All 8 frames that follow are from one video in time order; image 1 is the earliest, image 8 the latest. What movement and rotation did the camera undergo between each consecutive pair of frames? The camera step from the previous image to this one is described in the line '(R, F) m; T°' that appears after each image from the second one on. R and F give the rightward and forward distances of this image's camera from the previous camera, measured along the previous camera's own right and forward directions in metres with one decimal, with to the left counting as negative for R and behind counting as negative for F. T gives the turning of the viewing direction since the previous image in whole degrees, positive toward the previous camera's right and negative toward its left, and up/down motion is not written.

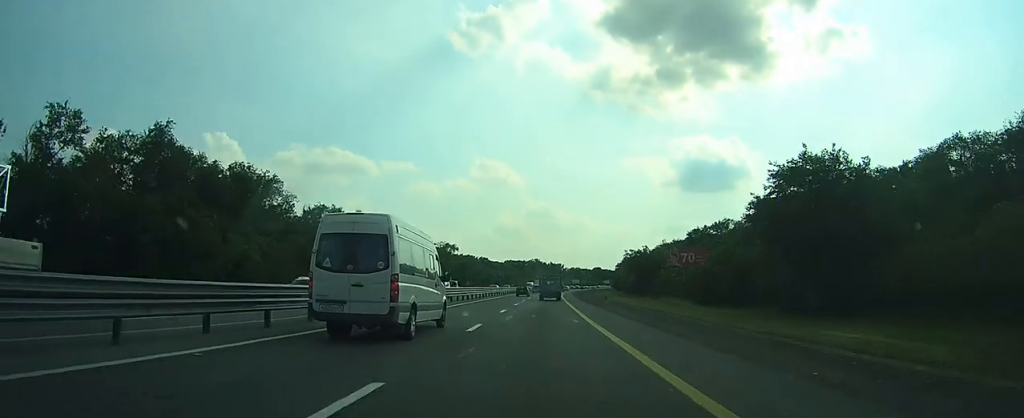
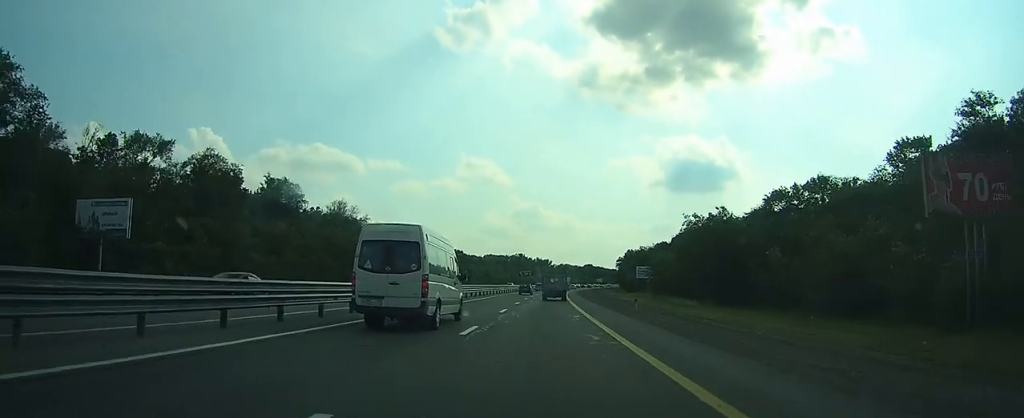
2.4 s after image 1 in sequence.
(+0.5, +61.4) m; +1°
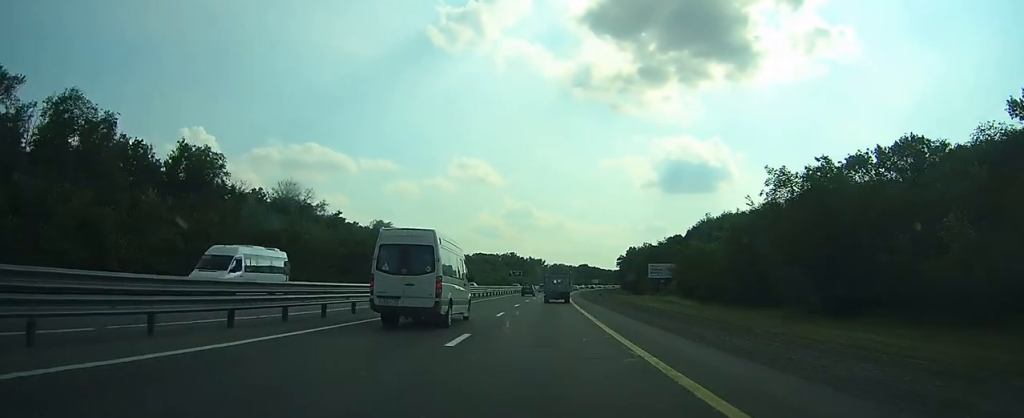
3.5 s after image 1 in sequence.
(0.0, +26.5) m; 0°
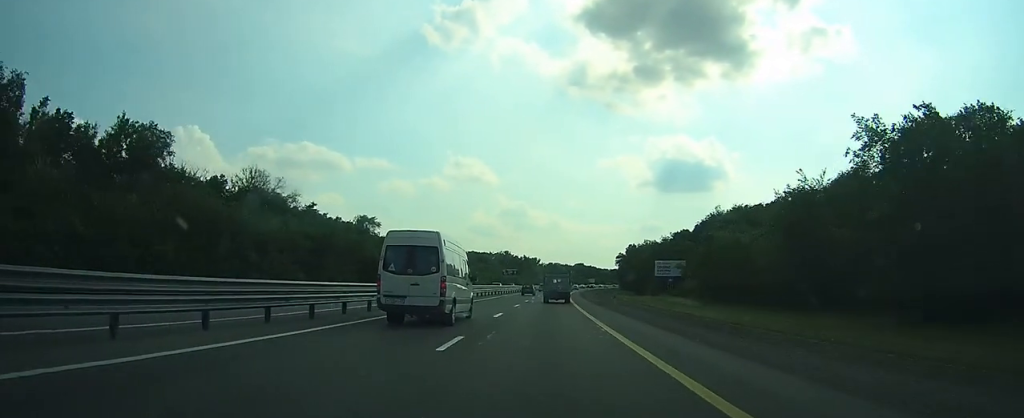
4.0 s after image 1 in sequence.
(0.0, +12.9) m; 0°
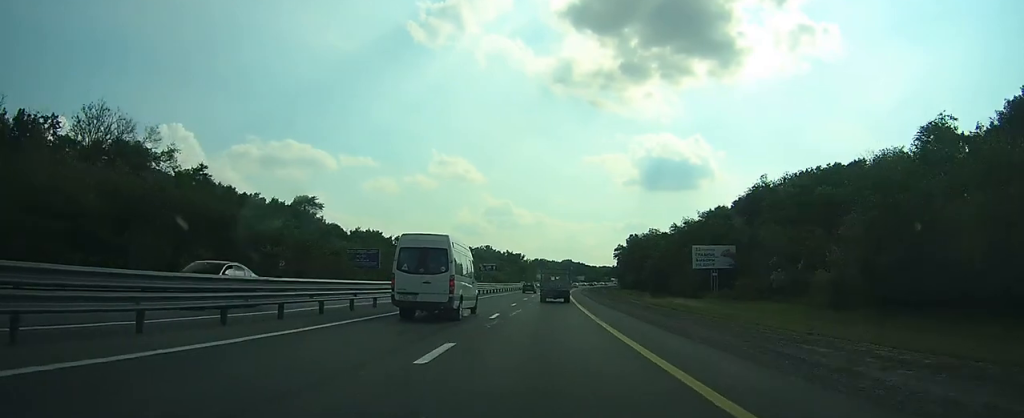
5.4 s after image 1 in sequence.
(+0.5, +38.0) m; +1°
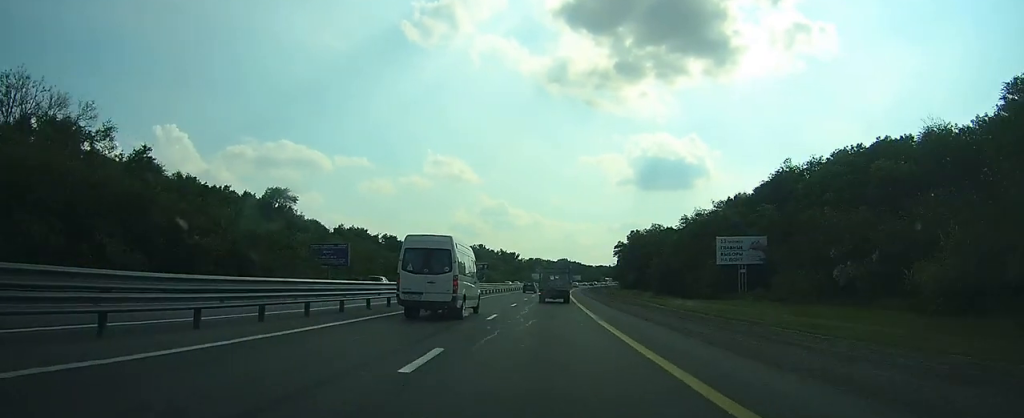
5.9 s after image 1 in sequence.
(0.0, +13.1) m; 0°
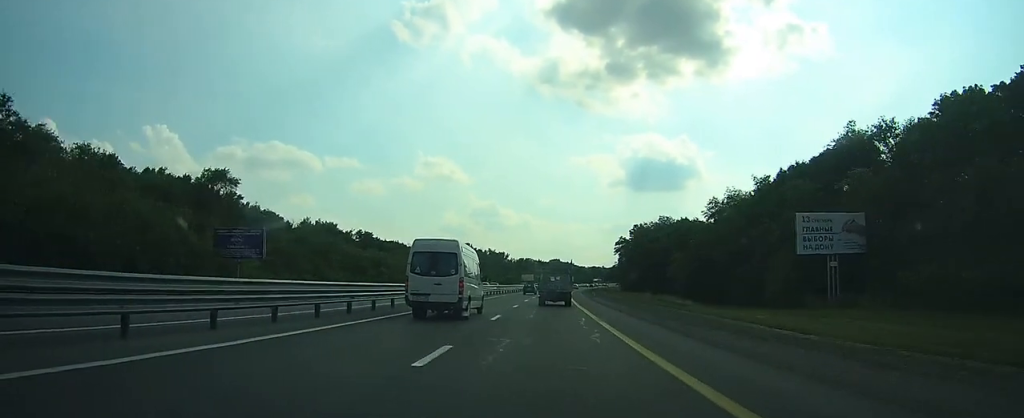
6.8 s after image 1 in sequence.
(+0.1, +23.5) m; +1°
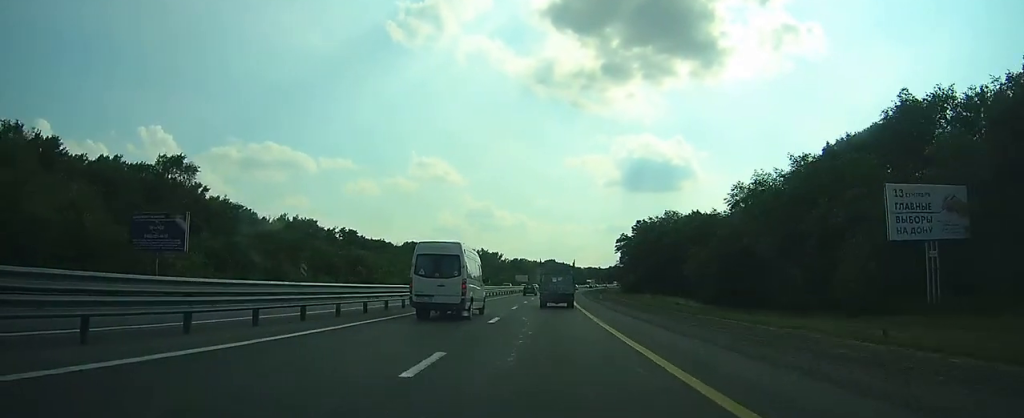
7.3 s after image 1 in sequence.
(+0.2, +13.1) m; 0°
